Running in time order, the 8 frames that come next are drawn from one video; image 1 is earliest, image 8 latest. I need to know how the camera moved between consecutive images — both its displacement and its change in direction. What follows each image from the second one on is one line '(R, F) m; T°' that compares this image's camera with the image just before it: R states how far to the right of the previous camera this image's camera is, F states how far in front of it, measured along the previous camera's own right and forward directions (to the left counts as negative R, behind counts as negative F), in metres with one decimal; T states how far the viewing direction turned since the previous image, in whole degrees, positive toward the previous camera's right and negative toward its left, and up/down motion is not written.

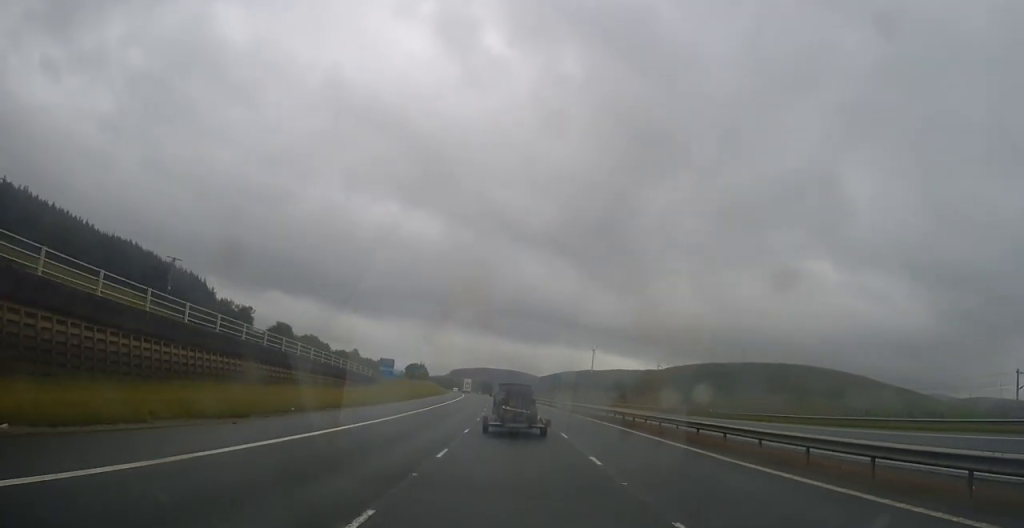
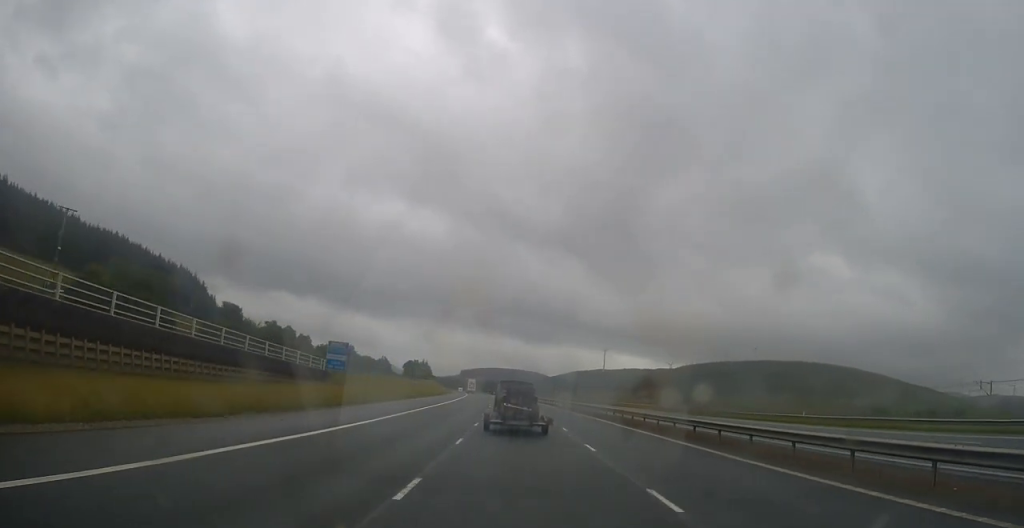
(-0.1, +24.0) m; -1°
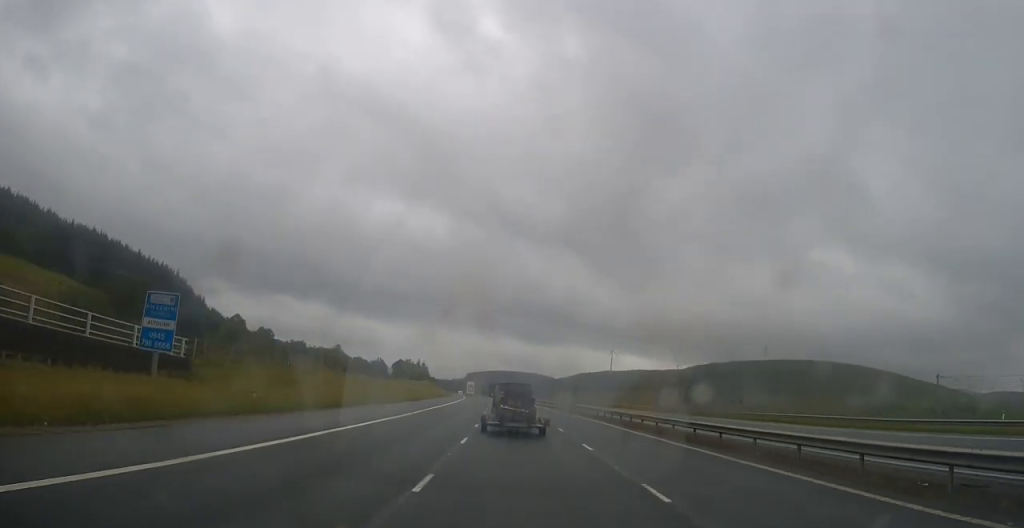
(-0.3, +25.8) m; -1°
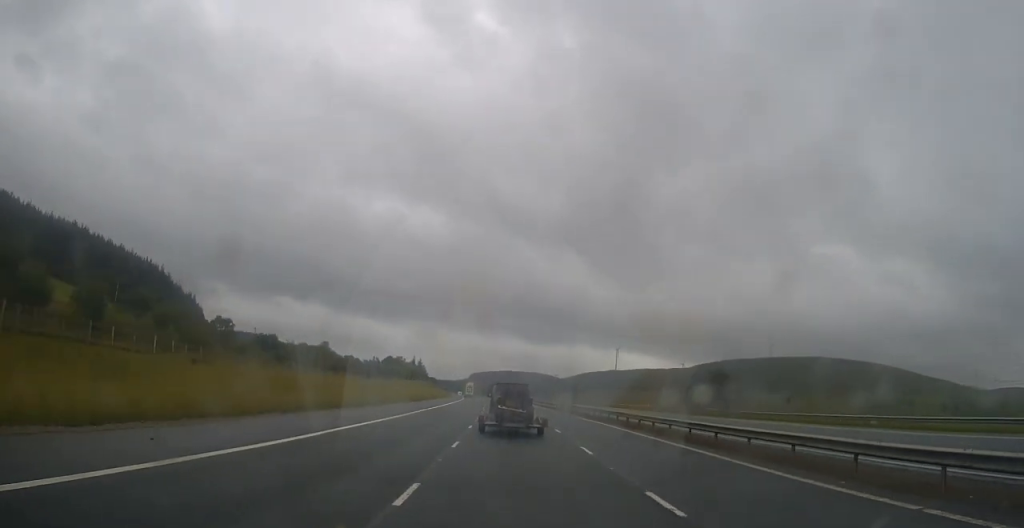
(0.0, +19.1) m; 0°
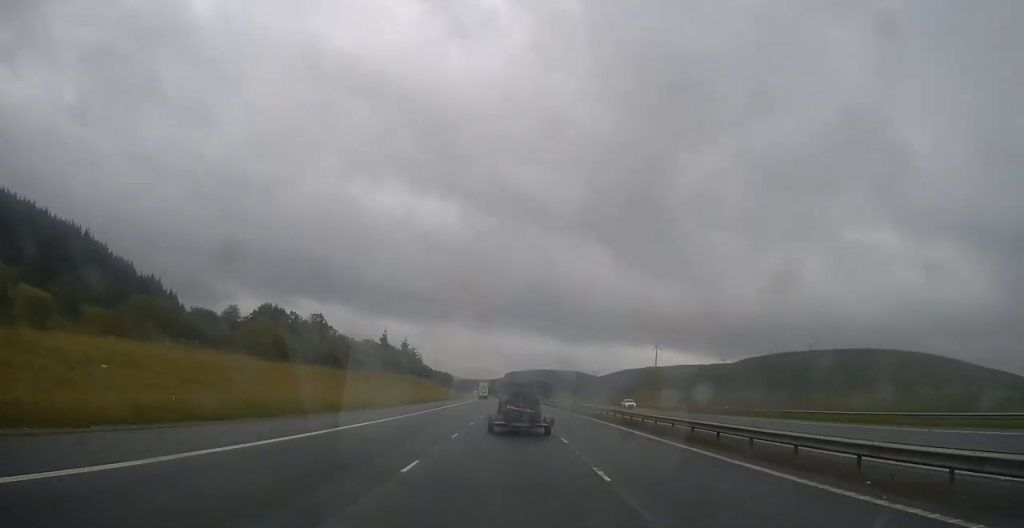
(-2.6, +86.7) m; -3°
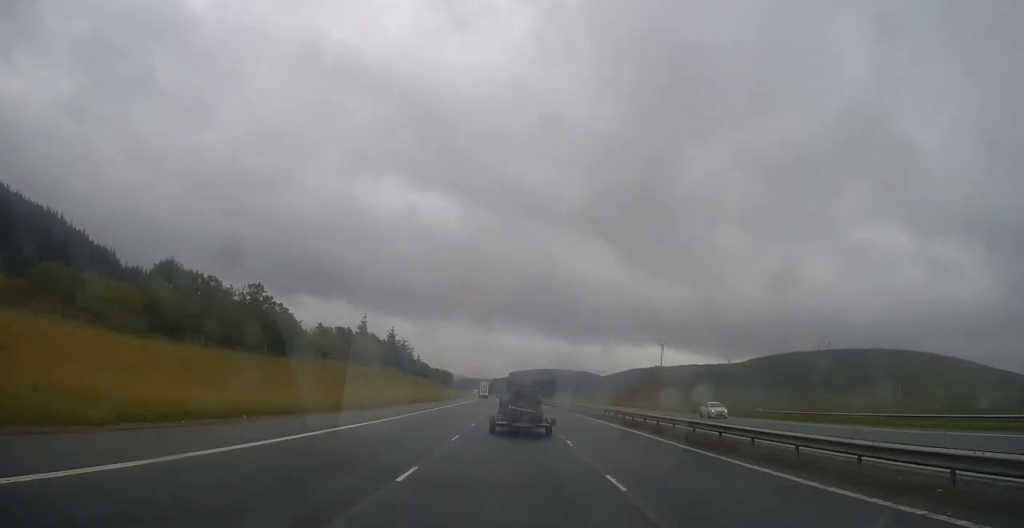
(-0.2, +19.0) m; -1°
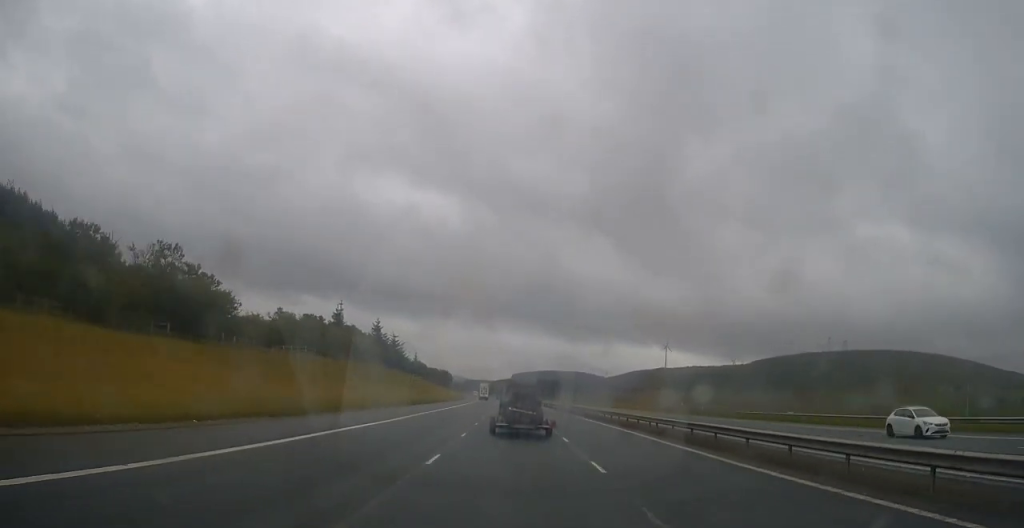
(-0.1, +15.2) m; -1°
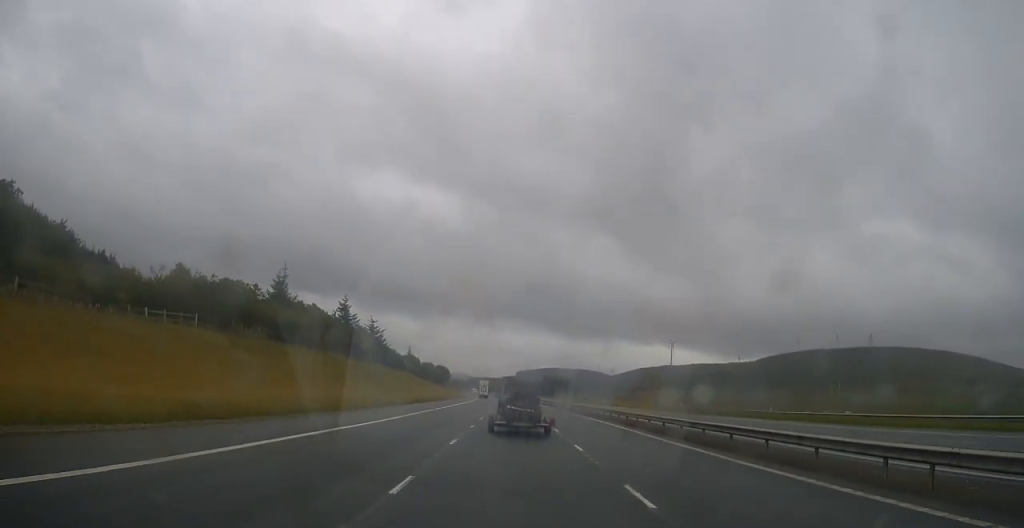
(0.0, +21.9) m; -1°
